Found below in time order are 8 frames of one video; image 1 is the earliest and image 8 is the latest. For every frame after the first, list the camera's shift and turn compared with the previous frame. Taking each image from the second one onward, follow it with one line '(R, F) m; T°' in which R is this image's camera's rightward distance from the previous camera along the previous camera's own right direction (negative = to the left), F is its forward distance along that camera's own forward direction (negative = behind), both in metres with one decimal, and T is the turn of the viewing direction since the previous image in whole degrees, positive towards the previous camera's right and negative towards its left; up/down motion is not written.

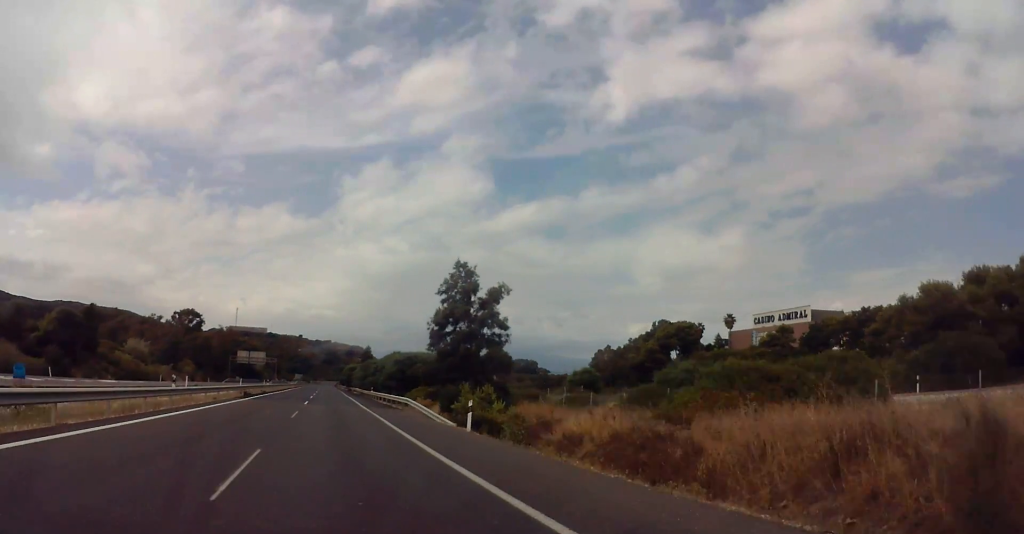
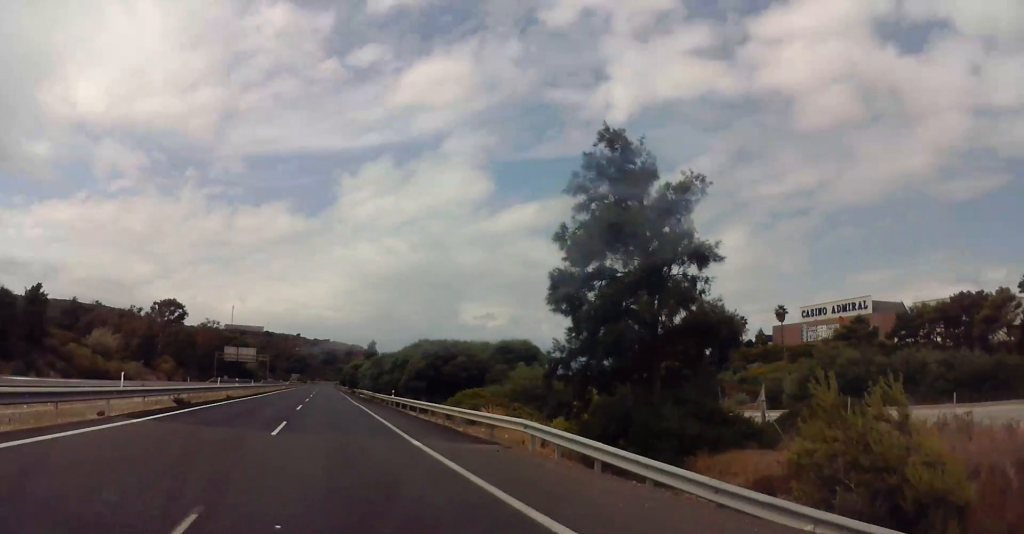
(-0.1, +24.3) m; 0°
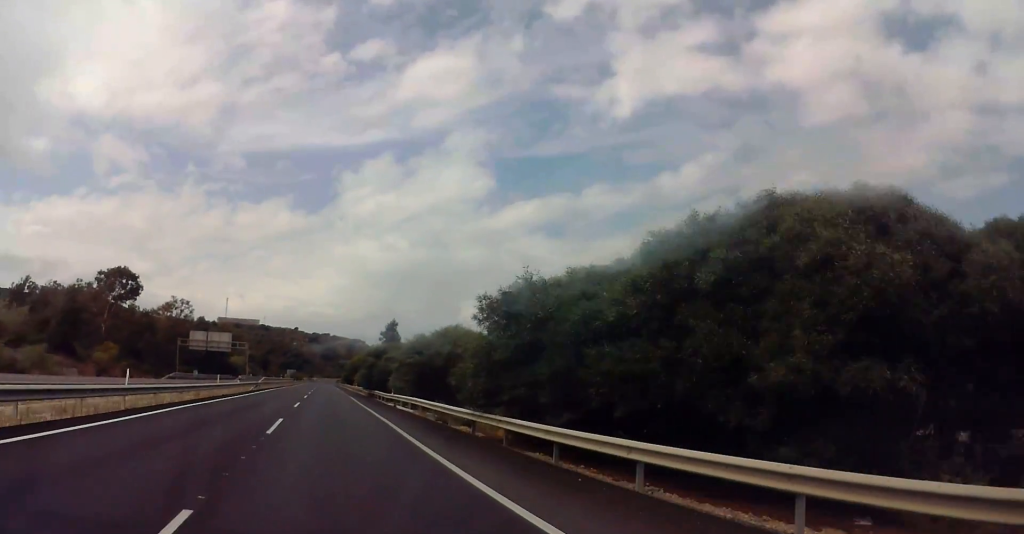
(+0.5, +45.7) m; +1°
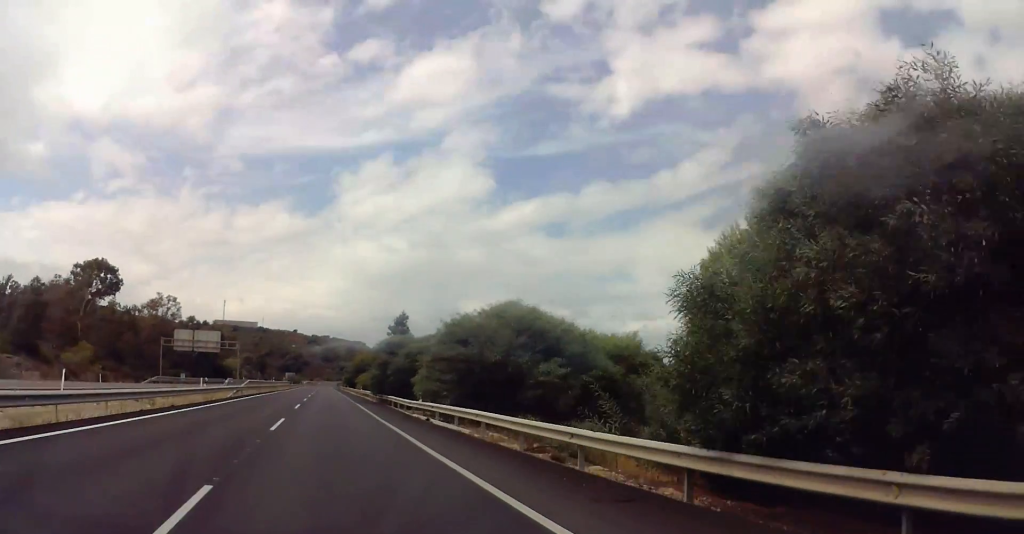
(0.0, +13.3) m; 0°
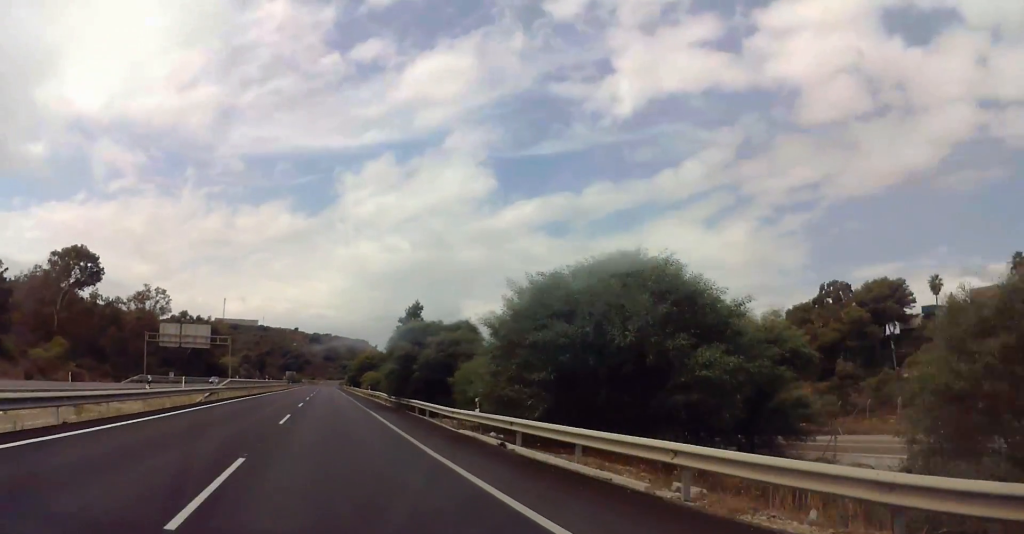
(-0.1, +12.3) m; 0°
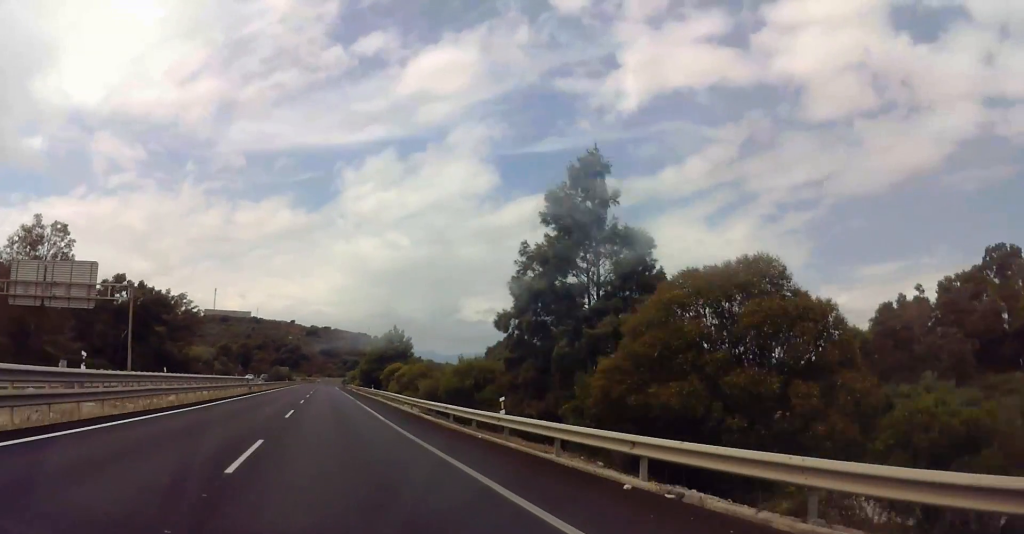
(0.0, +54.4) m; 0°
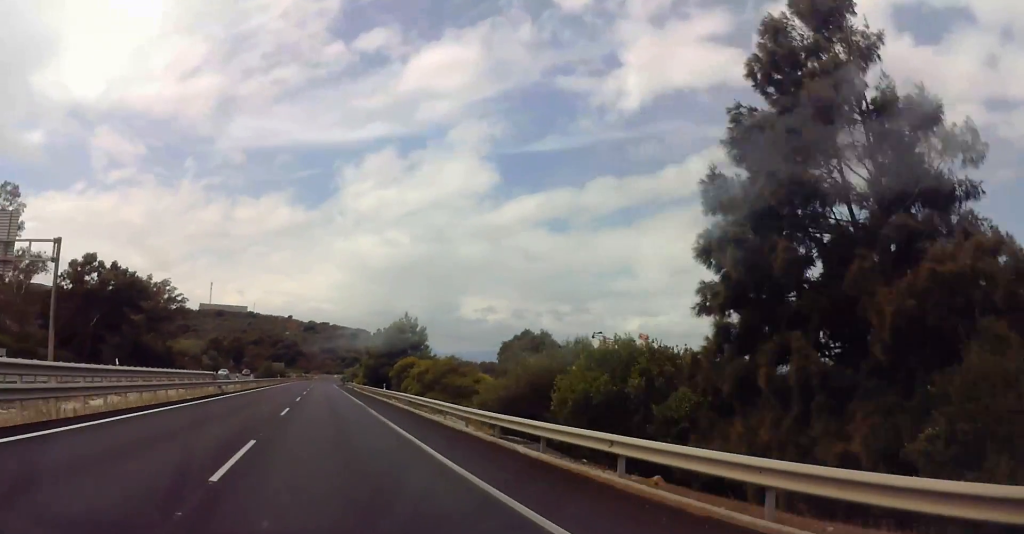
(0.0, +16.4) m; 0°
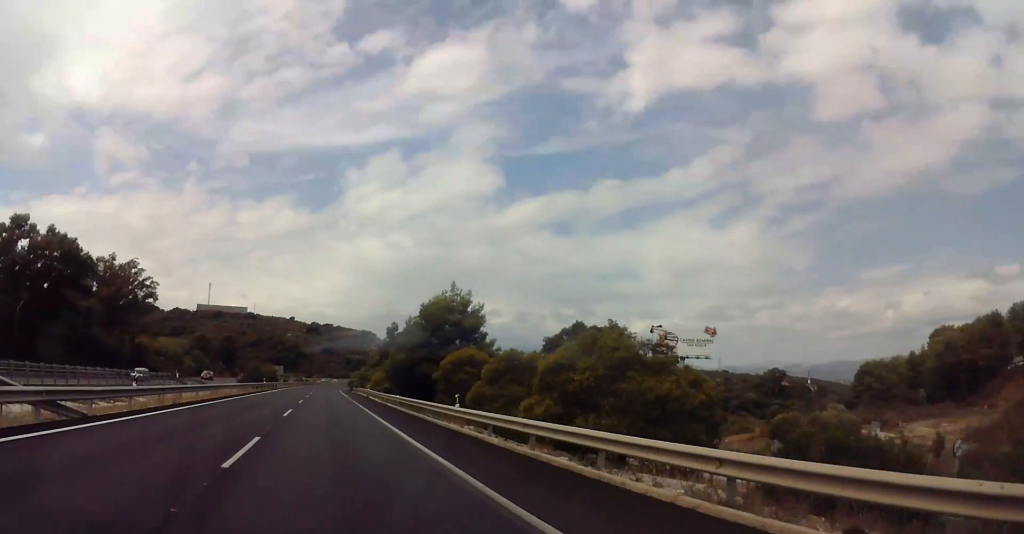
(-0.2, +26.6) m; 0°
